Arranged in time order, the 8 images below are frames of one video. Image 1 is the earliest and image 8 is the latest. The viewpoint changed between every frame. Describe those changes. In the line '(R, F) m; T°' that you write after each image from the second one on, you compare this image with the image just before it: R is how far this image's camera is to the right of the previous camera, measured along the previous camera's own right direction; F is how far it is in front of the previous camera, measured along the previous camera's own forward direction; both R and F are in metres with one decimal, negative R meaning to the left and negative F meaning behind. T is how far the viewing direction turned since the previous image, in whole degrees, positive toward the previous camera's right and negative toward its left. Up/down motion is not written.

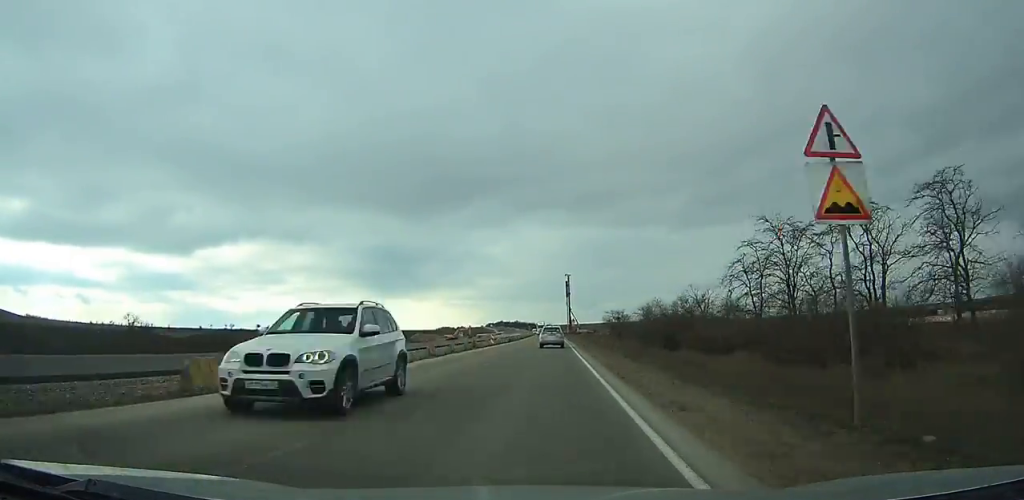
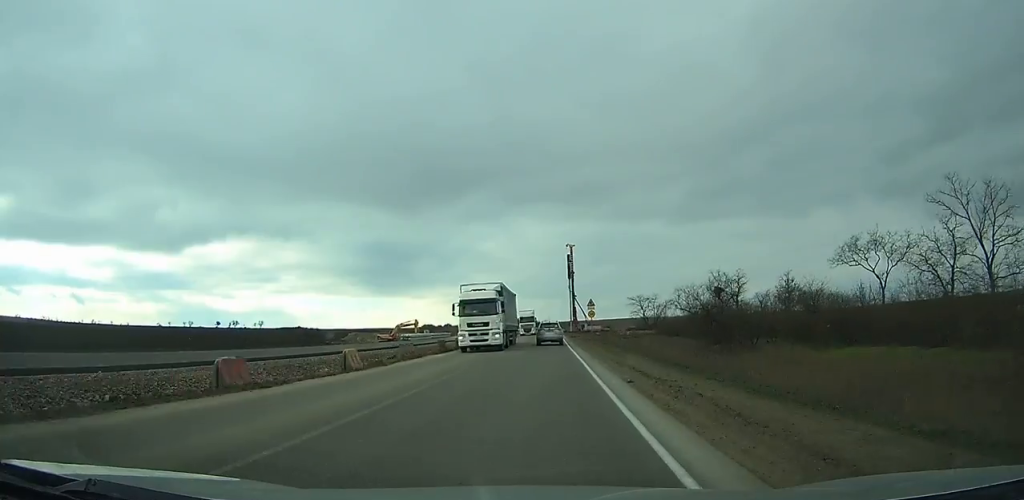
(+0.1, +73.4) m; 0°
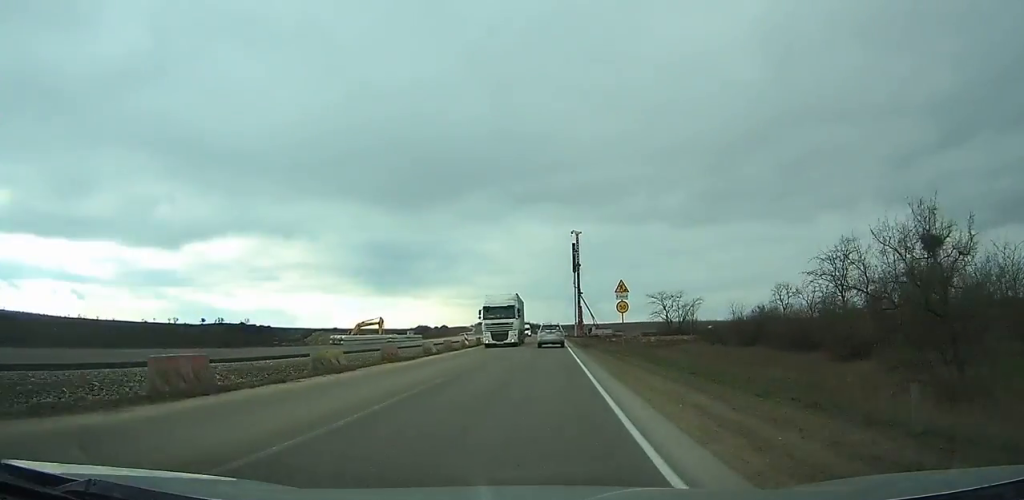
(-0.1, +26.3) m; 0°
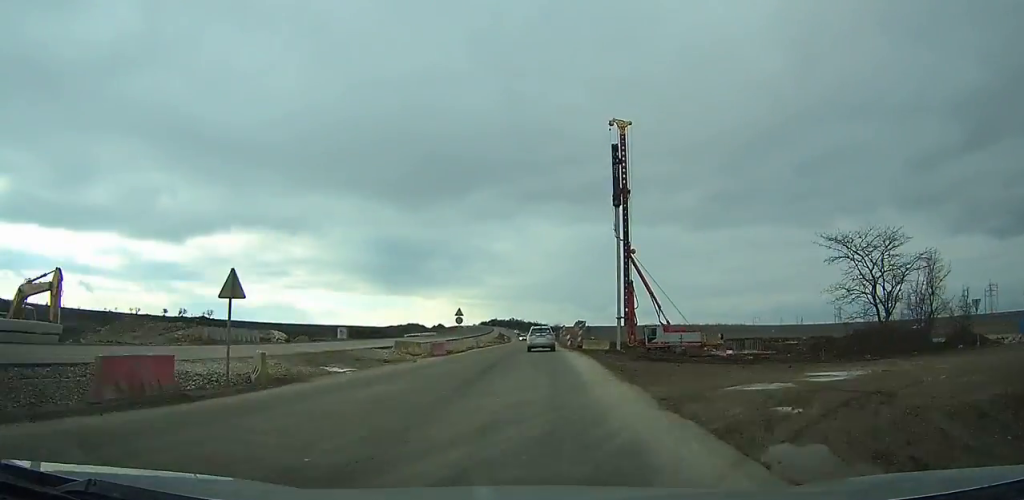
(-0.7, +70.6) m; -1°
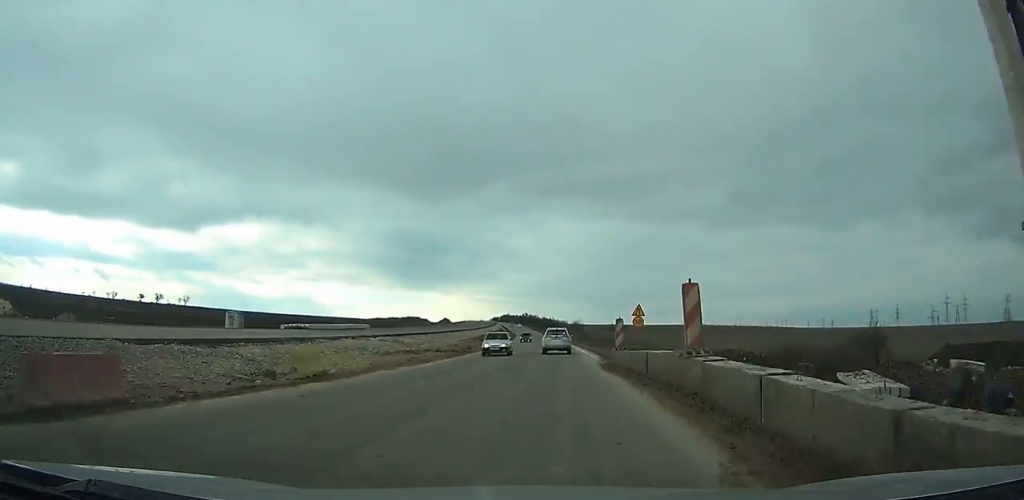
(-0.5, +50.4) m; -1°
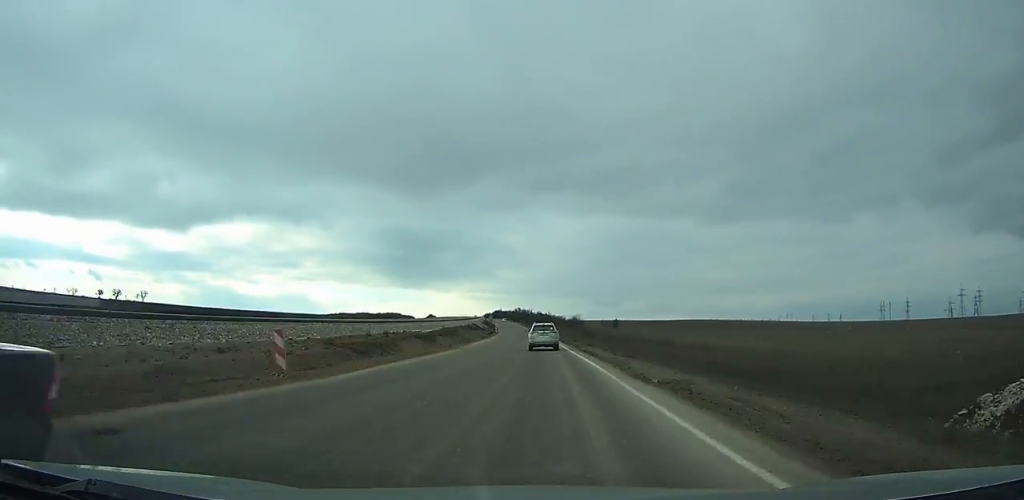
(-0.1, +39.7) m; -1°
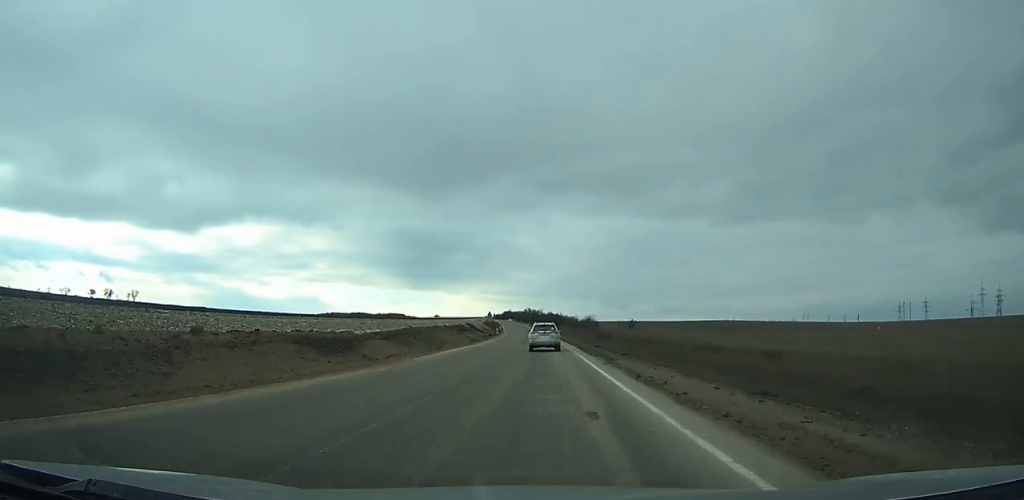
(-0.1, +18.3) m; -1°
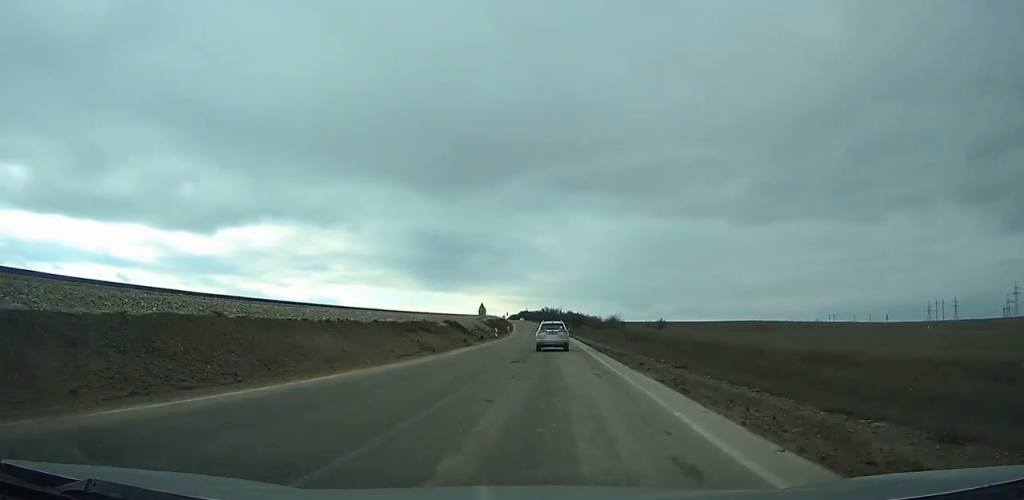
(-0.3, +27.4) m; -1°
